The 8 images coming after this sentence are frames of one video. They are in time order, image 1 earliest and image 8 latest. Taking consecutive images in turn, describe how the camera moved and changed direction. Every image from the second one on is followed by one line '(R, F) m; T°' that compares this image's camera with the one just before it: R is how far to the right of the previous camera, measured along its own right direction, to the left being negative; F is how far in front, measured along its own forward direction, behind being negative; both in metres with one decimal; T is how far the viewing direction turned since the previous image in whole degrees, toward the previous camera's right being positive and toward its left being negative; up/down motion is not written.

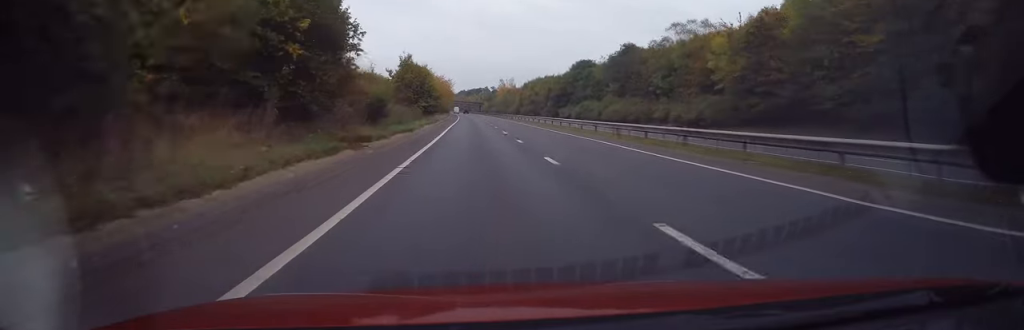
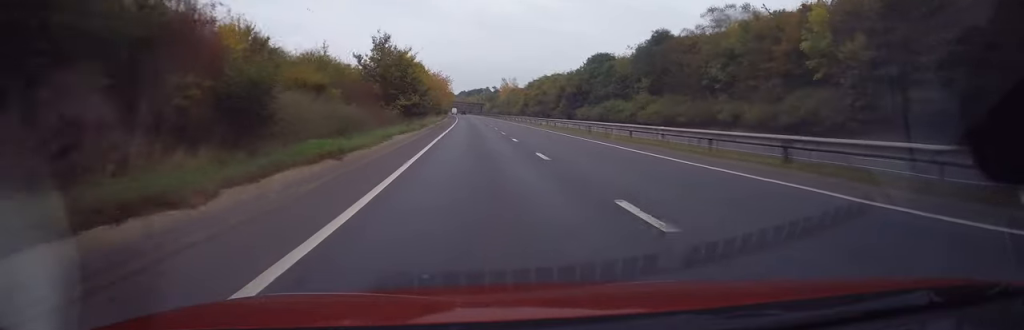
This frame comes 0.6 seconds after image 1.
(0.0, +16.8) m; 0°
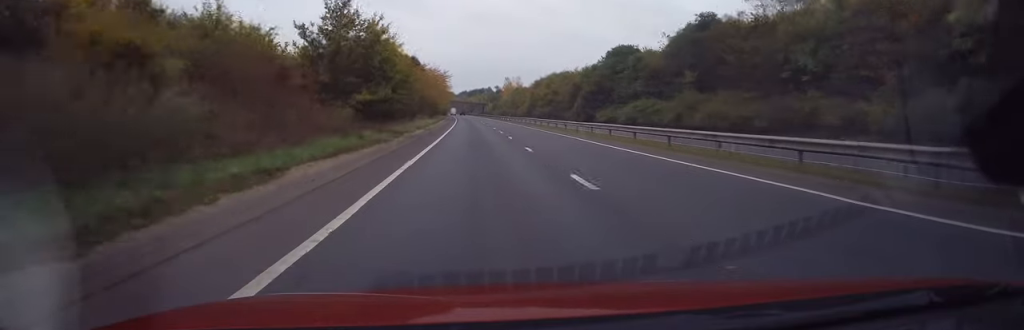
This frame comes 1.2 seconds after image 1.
(0.0, +15.1) m; 0°
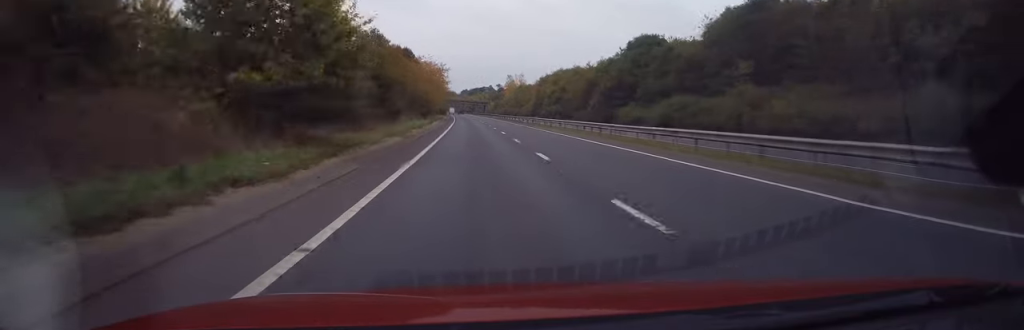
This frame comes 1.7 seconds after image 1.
(0.0, +12.5) m; 0°
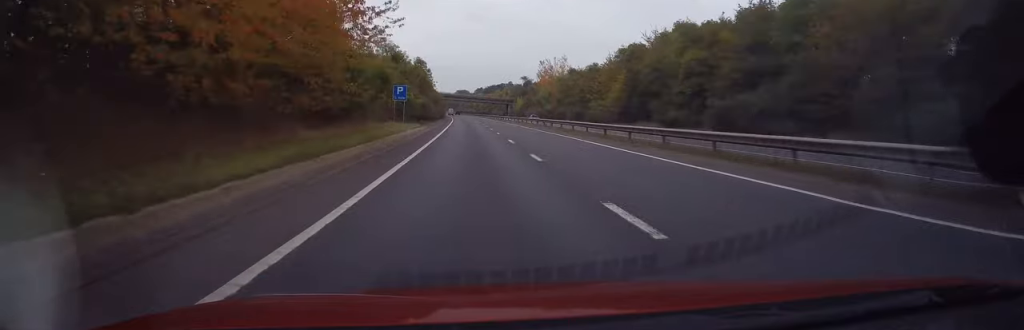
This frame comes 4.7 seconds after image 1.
(-1.2, +83.8) m; -1°
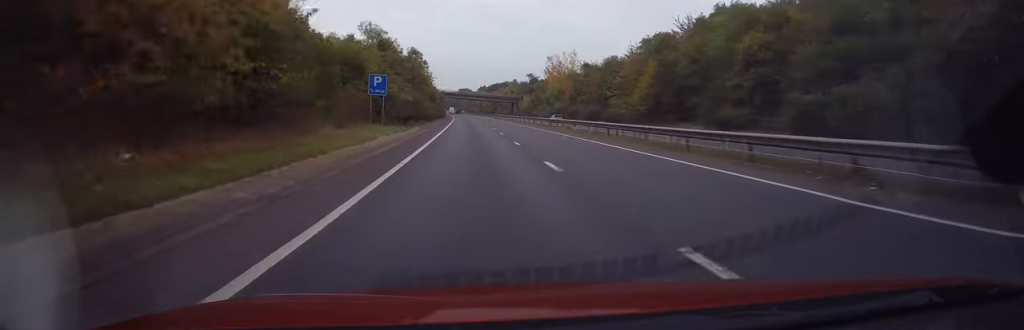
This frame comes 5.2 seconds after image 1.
(+0.2, +12.0) m; 0°
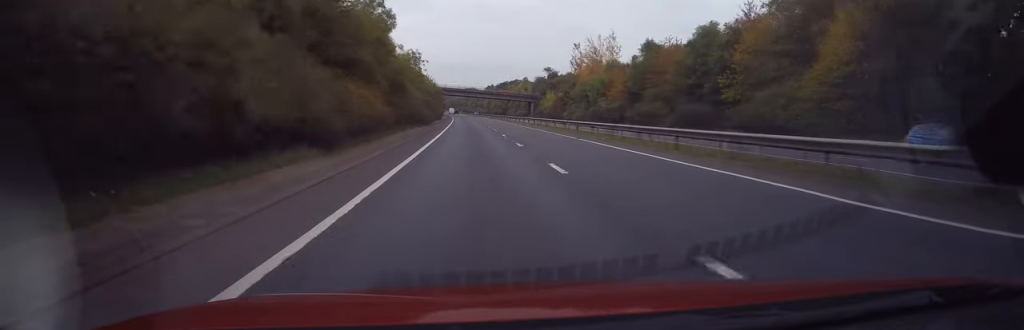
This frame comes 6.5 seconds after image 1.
(-0.7, +37.3) m; -1°
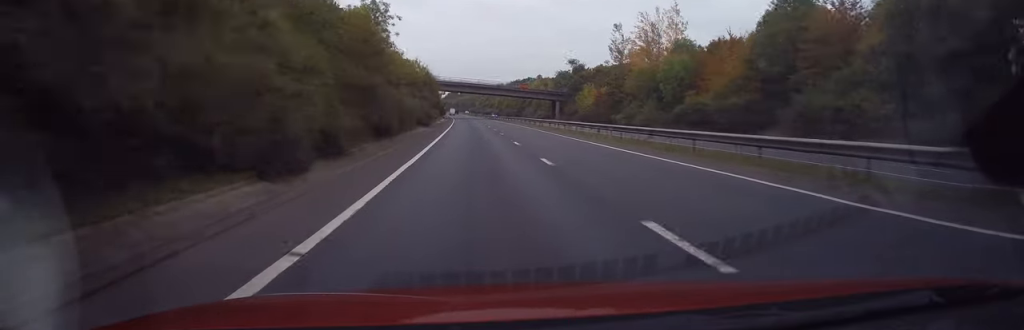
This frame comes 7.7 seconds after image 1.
(+0.1, +34.9) m; 0°
